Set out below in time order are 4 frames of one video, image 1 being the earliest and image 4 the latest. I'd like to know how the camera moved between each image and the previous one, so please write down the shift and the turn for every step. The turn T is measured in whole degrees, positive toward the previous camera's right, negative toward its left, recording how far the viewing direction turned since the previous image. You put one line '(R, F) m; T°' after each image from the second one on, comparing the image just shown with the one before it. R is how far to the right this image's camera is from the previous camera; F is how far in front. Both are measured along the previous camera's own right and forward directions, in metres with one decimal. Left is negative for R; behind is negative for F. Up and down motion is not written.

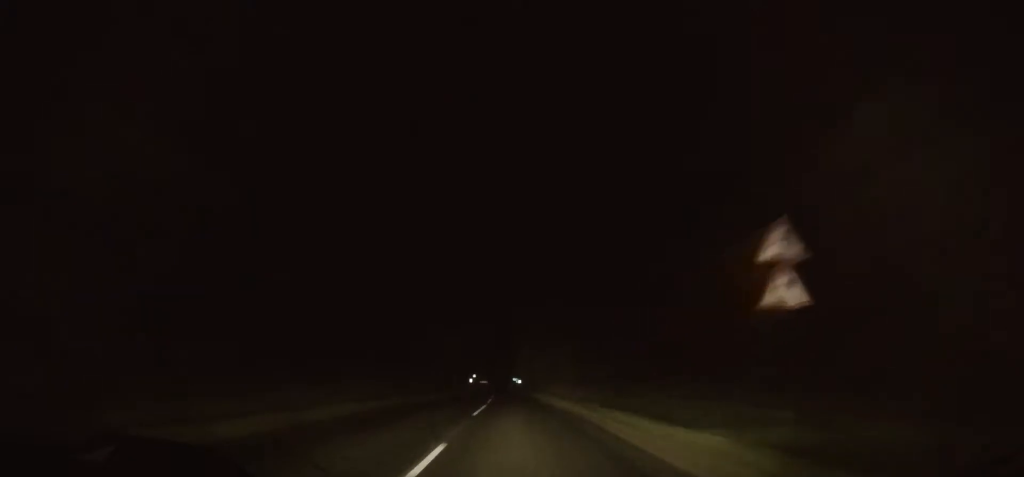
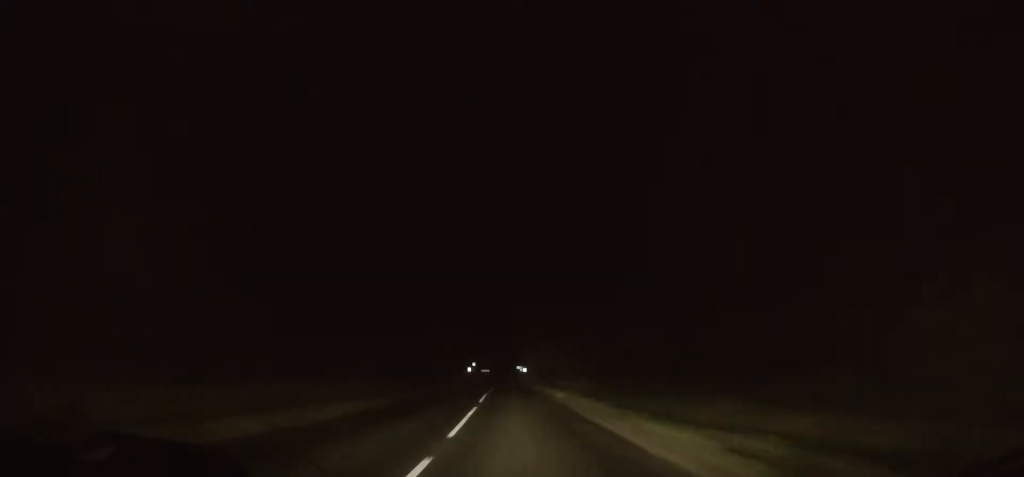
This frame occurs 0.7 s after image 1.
(+0.1, +19.3) m; 0°
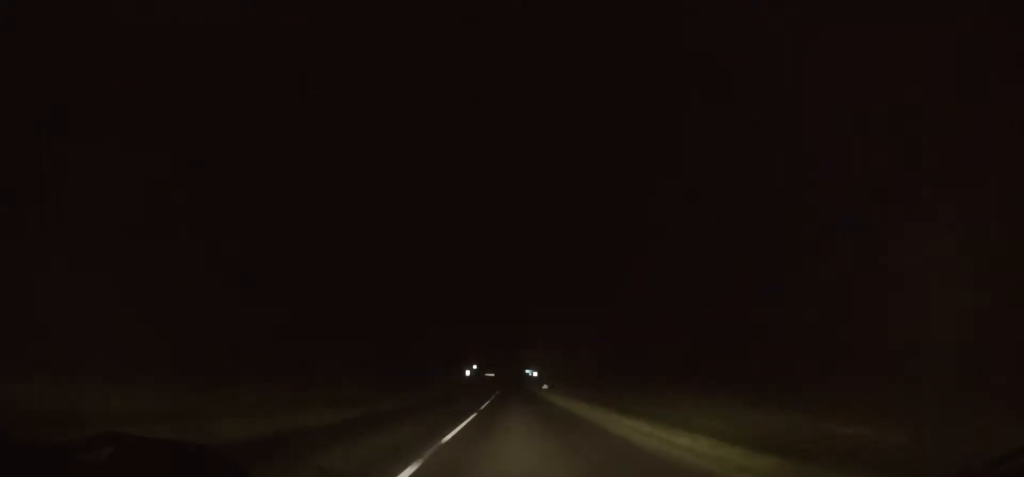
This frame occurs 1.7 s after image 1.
(-0.2, +25.2) m; 0°
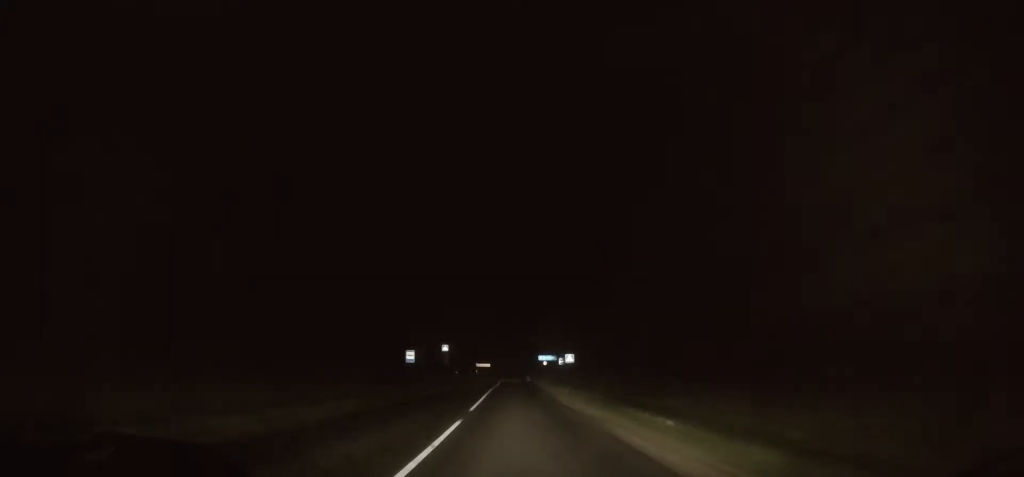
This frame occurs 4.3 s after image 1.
(-0.8, +66.2) m; -1°
